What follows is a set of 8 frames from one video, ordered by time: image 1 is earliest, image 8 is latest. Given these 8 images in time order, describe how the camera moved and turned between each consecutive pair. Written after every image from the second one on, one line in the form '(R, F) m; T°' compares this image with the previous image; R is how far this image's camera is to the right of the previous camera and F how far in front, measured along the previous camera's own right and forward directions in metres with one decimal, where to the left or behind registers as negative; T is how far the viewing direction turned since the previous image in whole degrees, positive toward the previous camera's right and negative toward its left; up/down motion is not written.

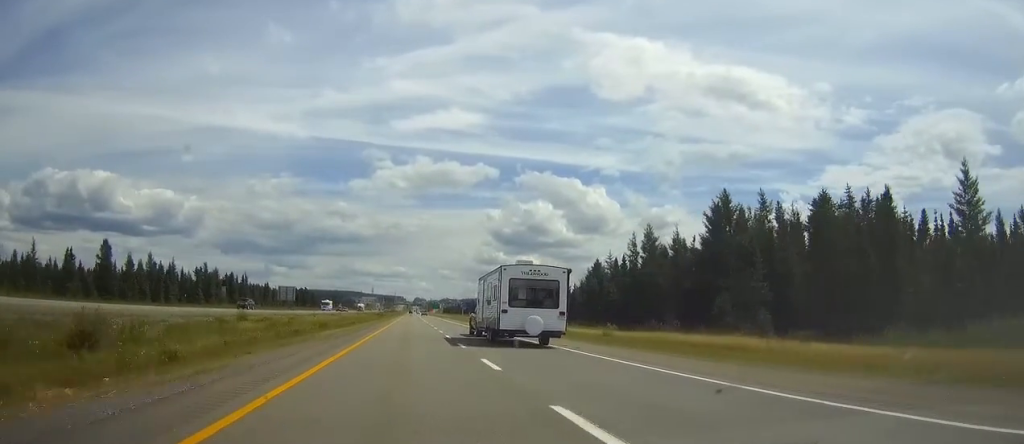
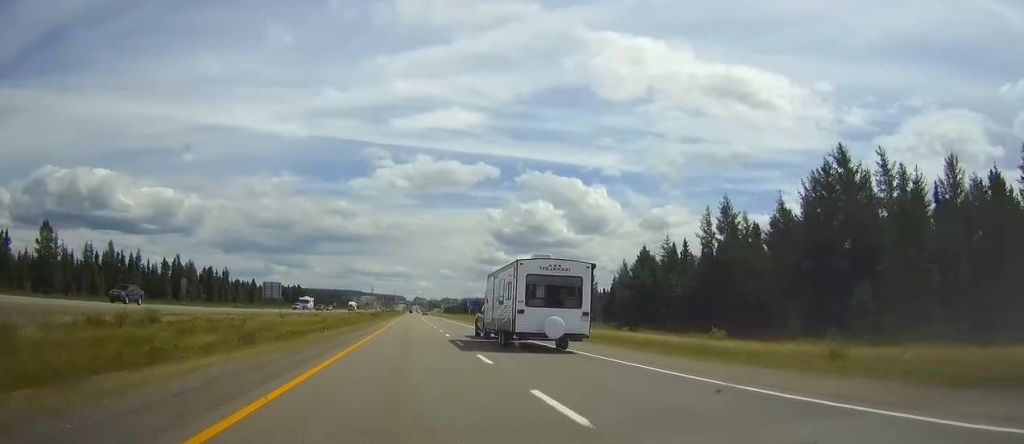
(0.0, +24.8) m; 0°
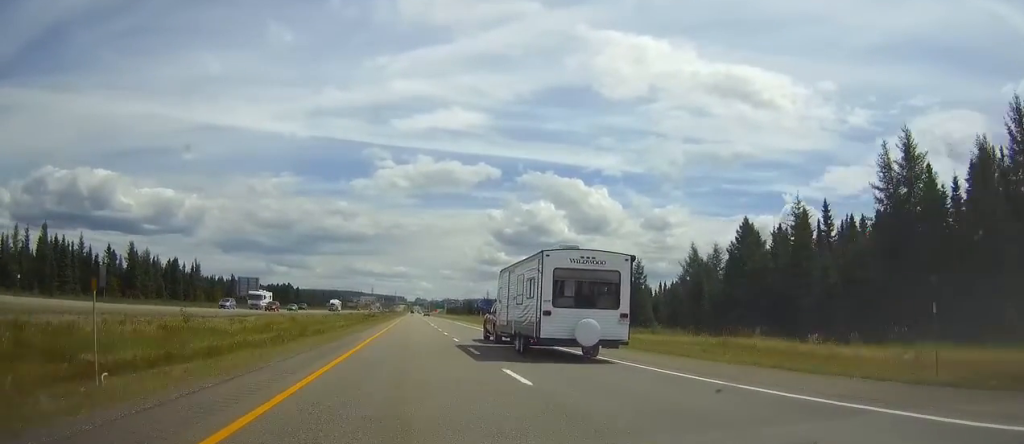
(0.0, +31.1) m; 0°
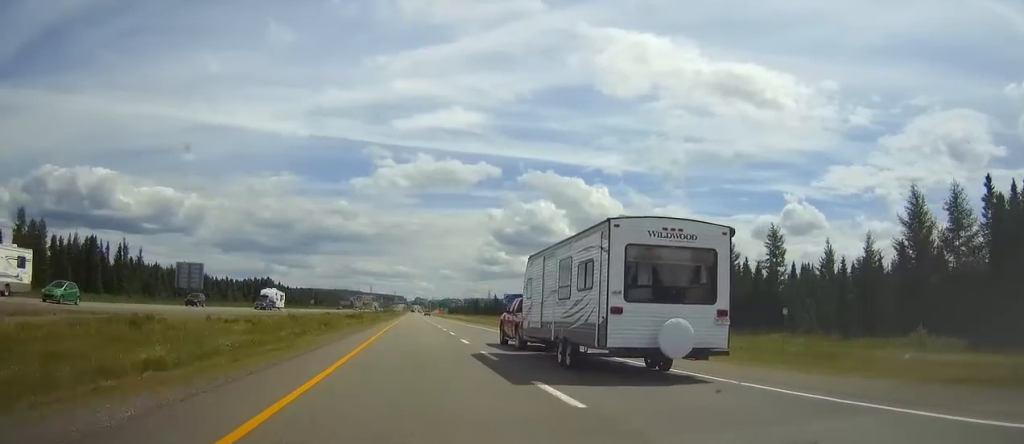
(+0.1, +46.9) m; 0°
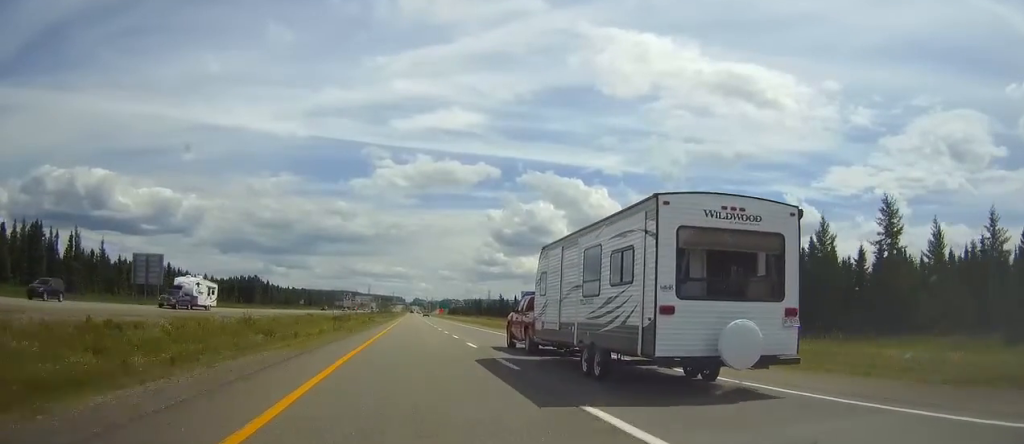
(0.0, +20.9) m; 0°
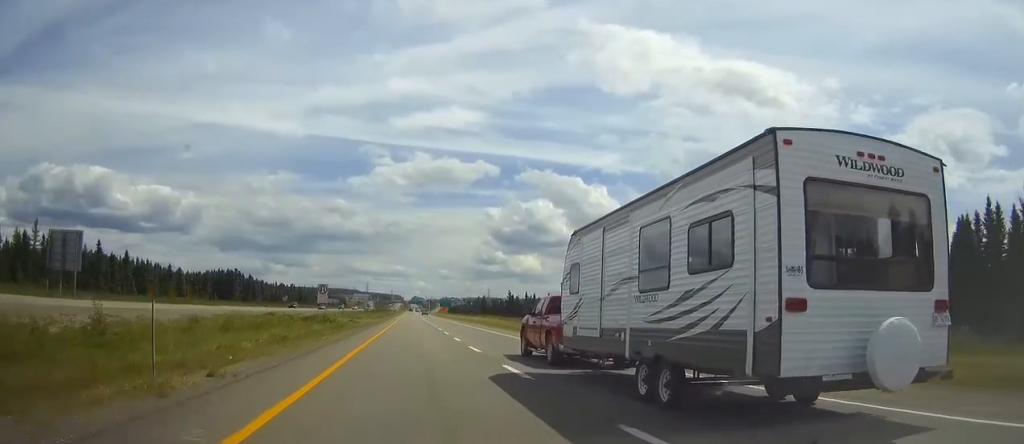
(0.0, +28.3) m; 0°
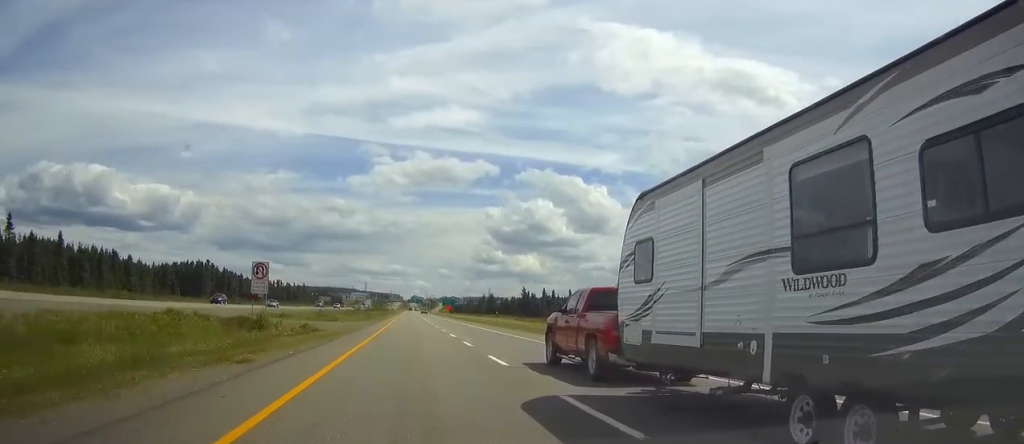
(0.0, +32.5) m; 0°
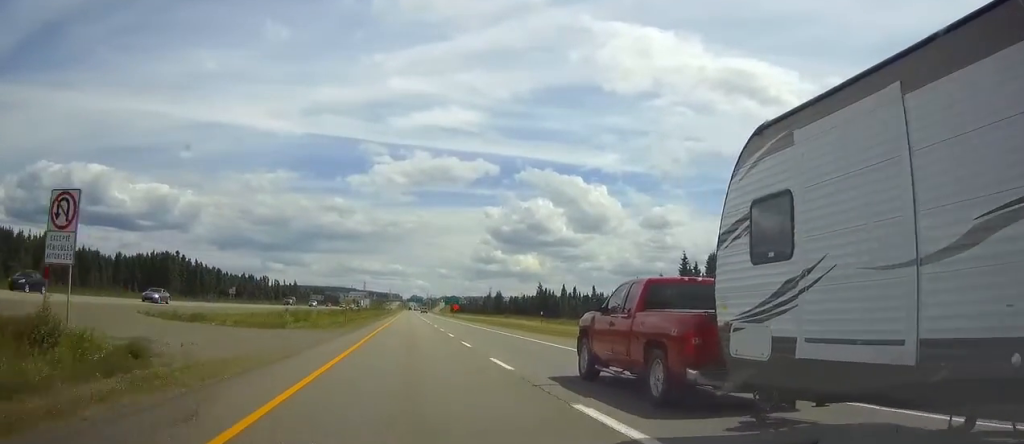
(0.0, +27.3) m; 0°
